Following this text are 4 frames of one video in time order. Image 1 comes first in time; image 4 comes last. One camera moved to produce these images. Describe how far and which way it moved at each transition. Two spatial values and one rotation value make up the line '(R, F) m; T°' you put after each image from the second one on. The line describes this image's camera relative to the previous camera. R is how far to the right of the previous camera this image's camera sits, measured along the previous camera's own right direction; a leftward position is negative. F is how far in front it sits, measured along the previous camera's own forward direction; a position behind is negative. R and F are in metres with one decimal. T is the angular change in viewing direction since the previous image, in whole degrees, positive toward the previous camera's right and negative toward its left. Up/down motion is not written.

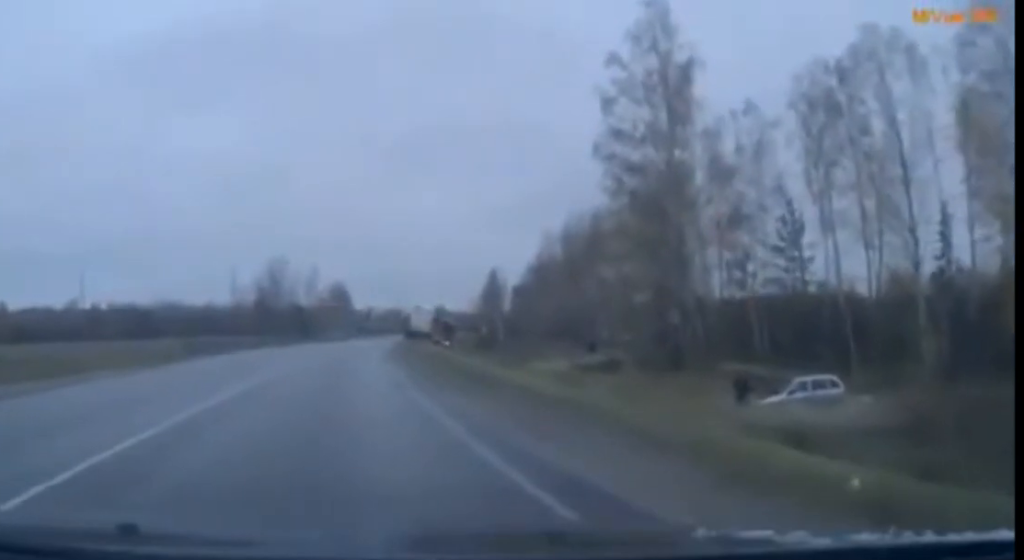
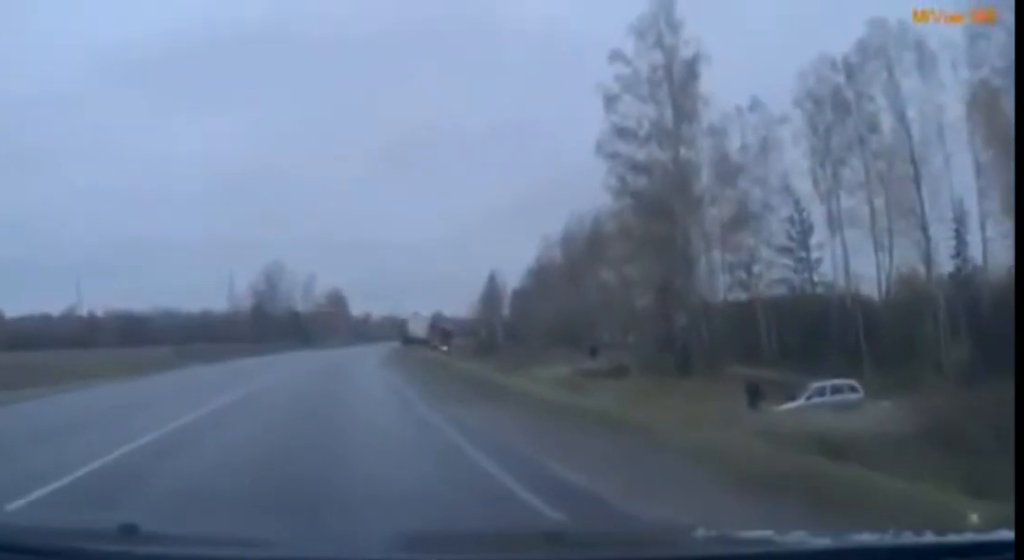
(0.0, +3.0) m; 0°
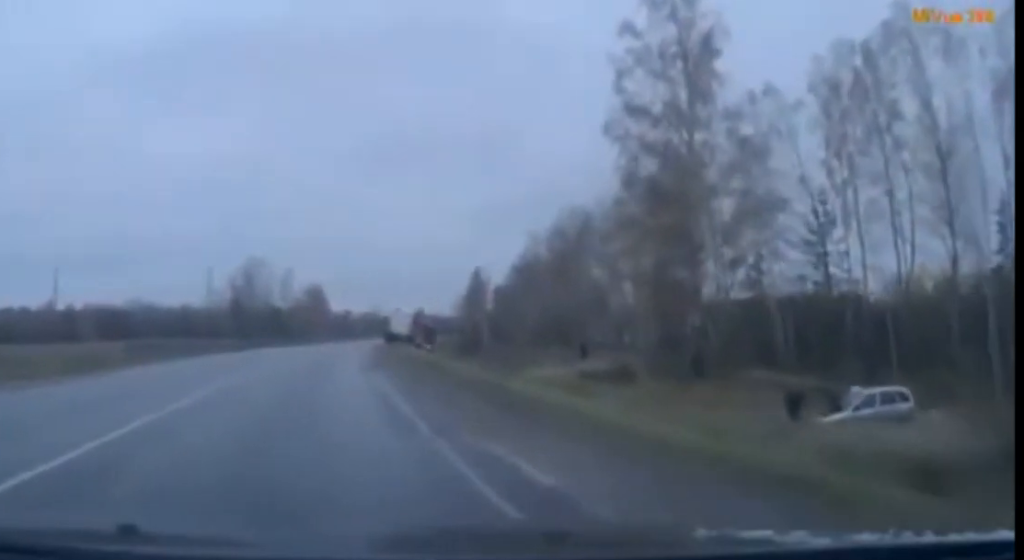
(0.0, +8.2) m; 0°
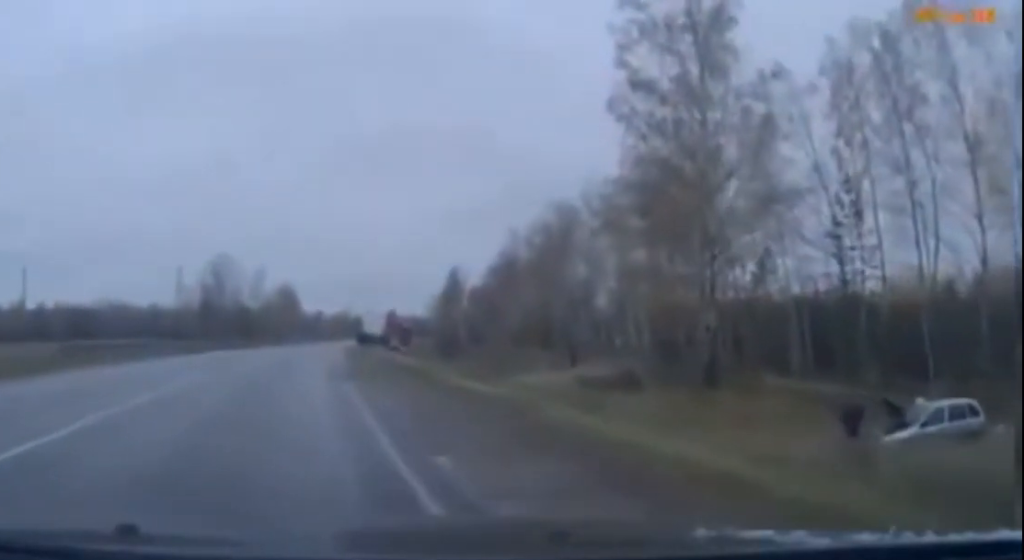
(0.0, +11.9) m; 0°
